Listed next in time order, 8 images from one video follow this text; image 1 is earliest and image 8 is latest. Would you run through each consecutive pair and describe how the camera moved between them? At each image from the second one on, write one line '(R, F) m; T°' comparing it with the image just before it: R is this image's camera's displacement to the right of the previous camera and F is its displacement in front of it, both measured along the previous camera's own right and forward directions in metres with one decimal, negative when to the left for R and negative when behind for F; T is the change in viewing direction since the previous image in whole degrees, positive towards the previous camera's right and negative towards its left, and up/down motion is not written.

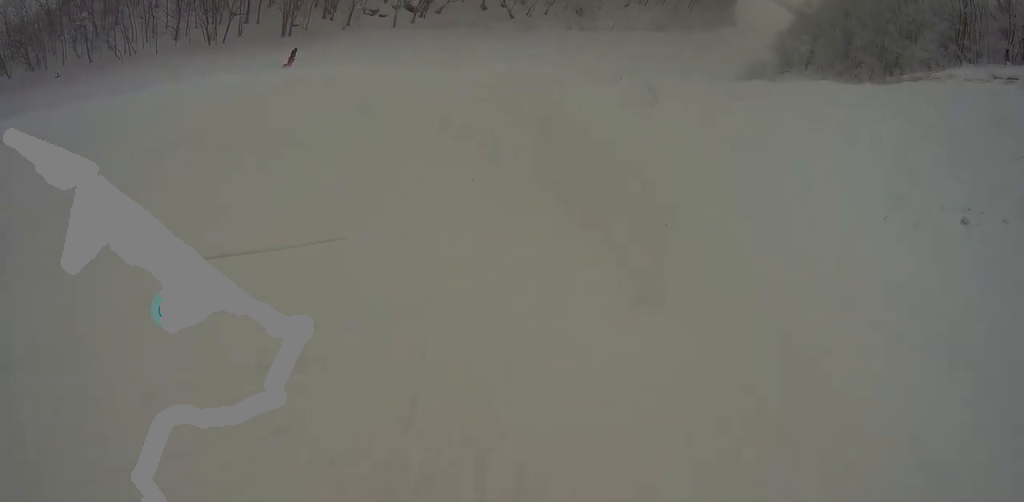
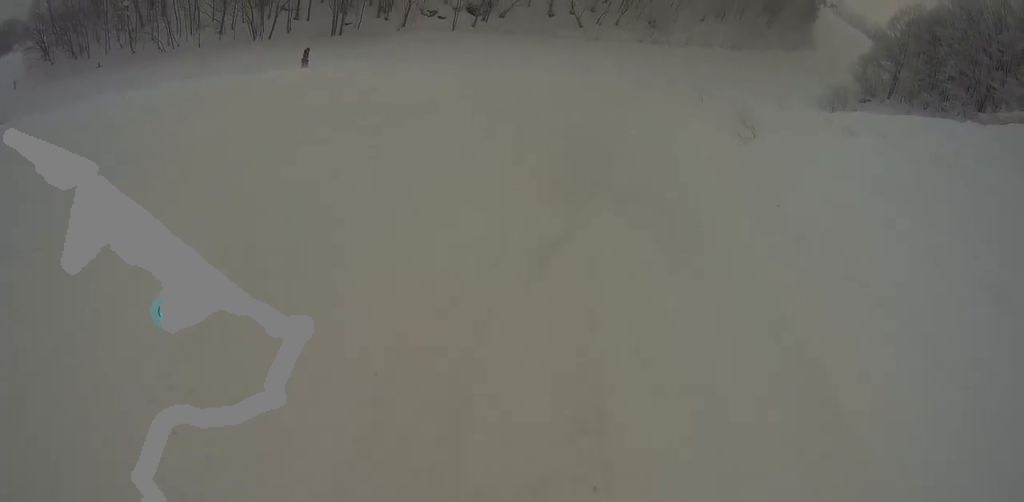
(-0.3, +8.0) m; -11°
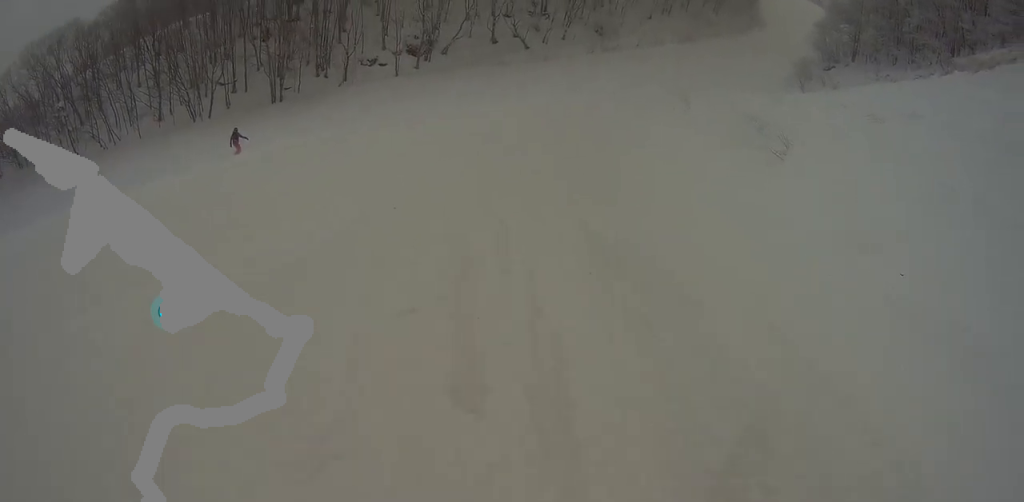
(-0.1, +5.2) m; -12°
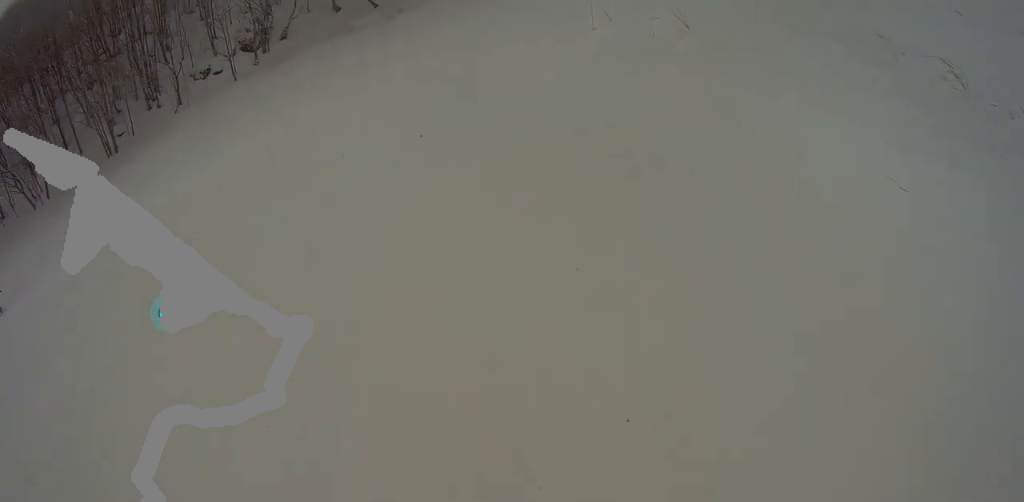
(-2.2, +13.4) m; -1°
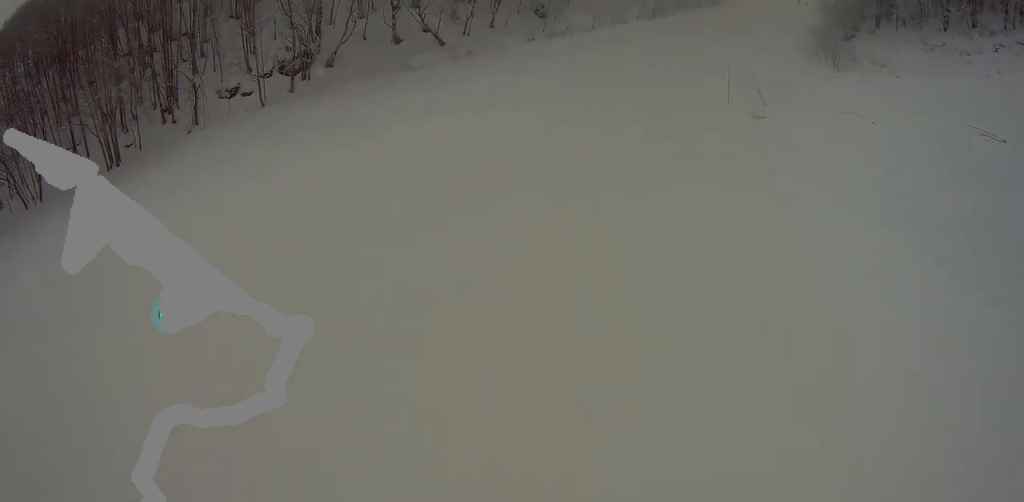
(+2.7, +15.8) m; +4°
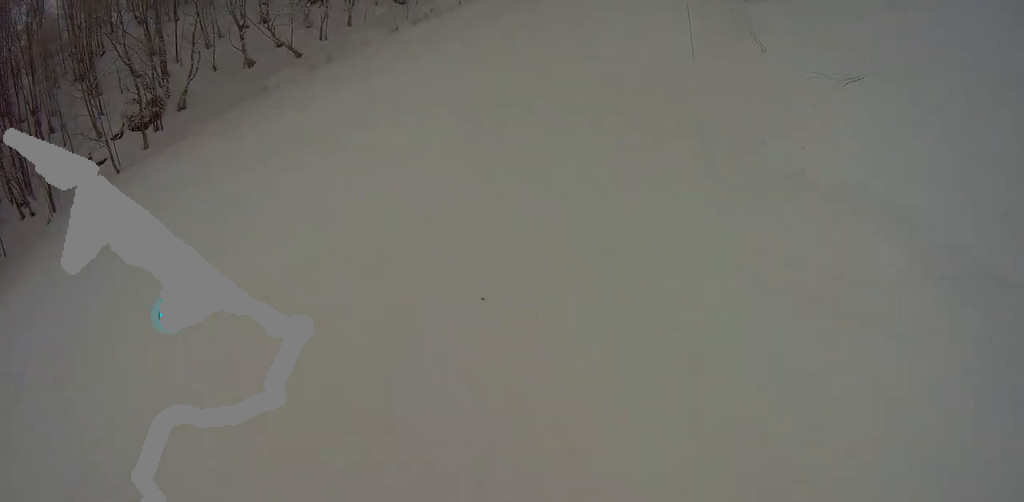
(-0.9, +7.5) m; 0°
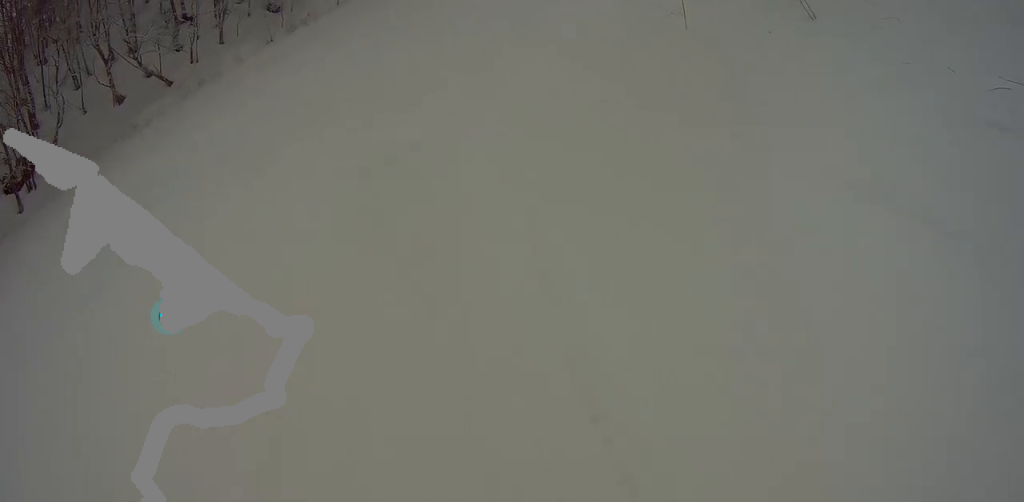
(+0.2, +6.0) m; +6°
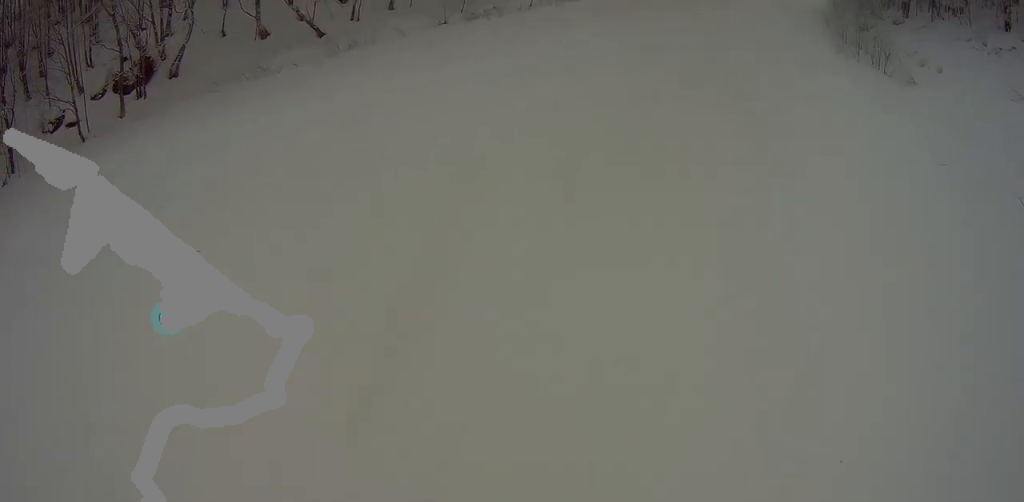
(+1.1, +8.9) m; +9°
